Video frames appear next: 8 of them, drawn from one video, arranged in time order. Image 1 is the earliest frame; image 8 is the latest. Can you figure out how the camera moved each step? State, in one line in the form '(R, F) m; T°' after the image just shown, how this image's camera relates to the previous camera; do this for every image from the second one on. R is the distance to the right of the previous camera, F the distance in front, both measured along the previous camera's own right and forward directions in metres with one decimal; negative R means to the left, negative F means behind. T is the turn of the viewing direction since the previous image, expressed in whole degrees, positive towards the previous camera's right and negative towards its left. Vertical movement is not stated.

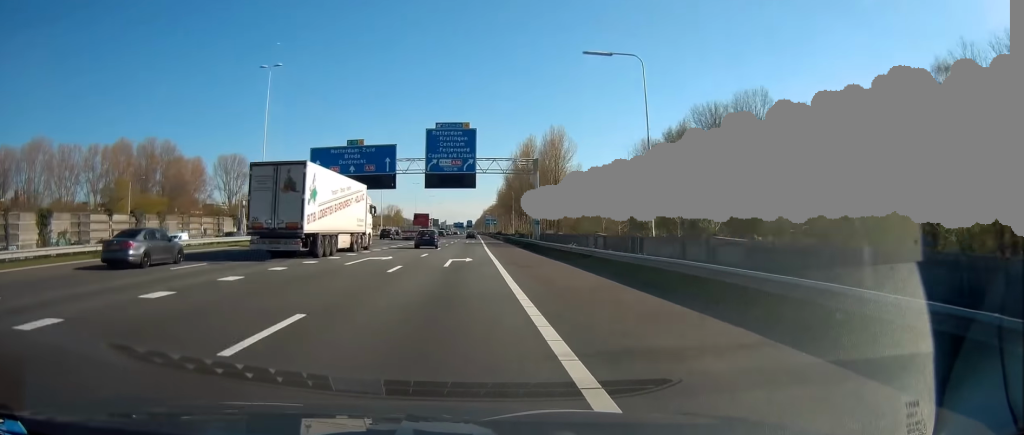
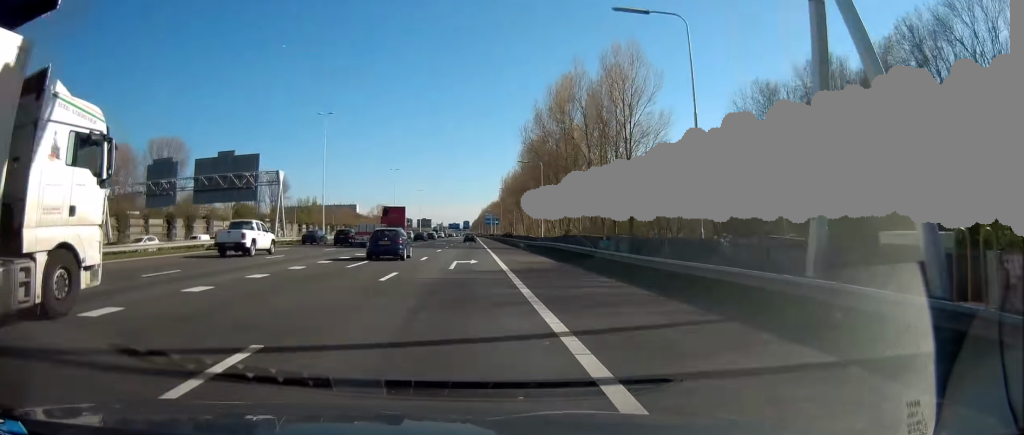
(0.0, +51.1) m; 0°
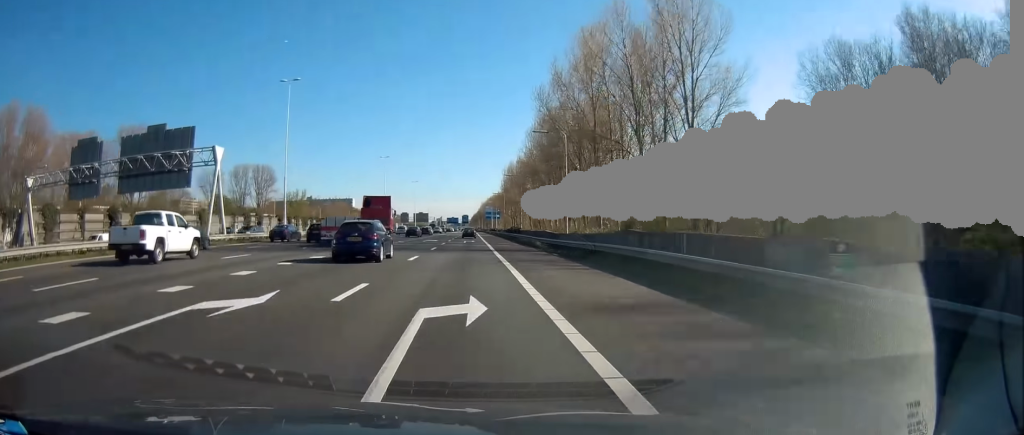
(0.0, +17.2) m; 0°
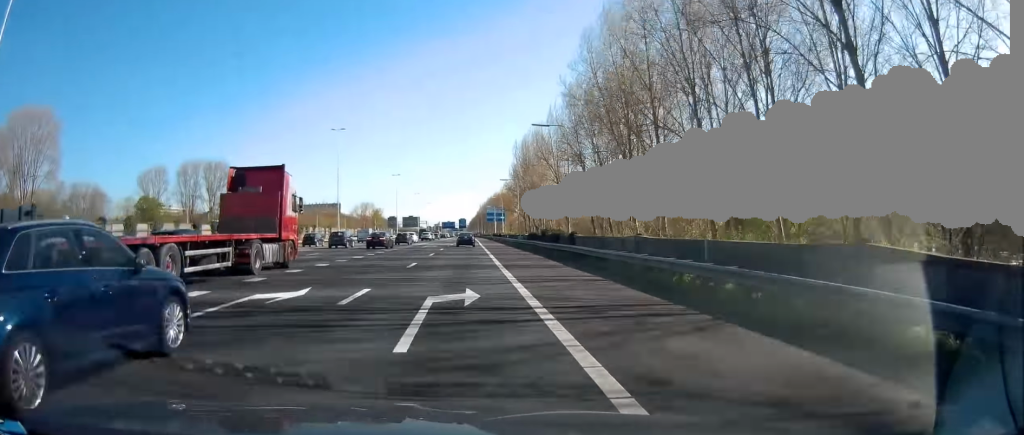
(0.0, +47.7) m; -1°
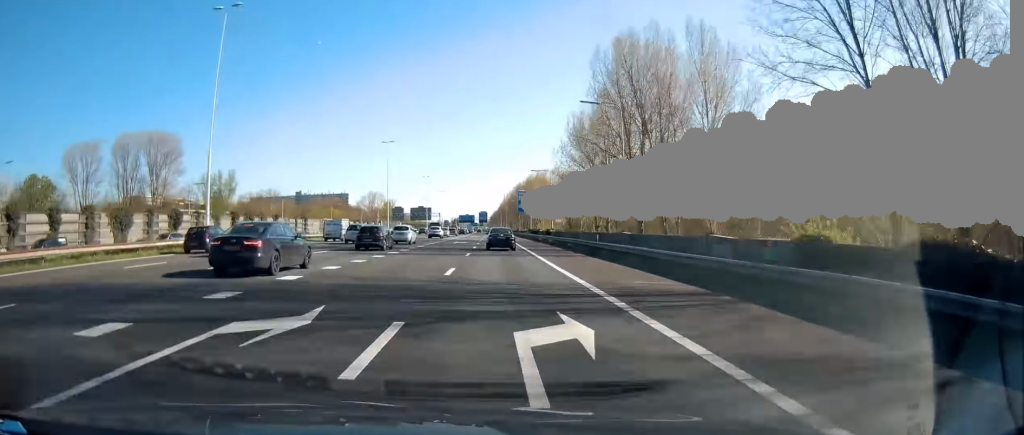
(-0.7, +53.9) m; -1°
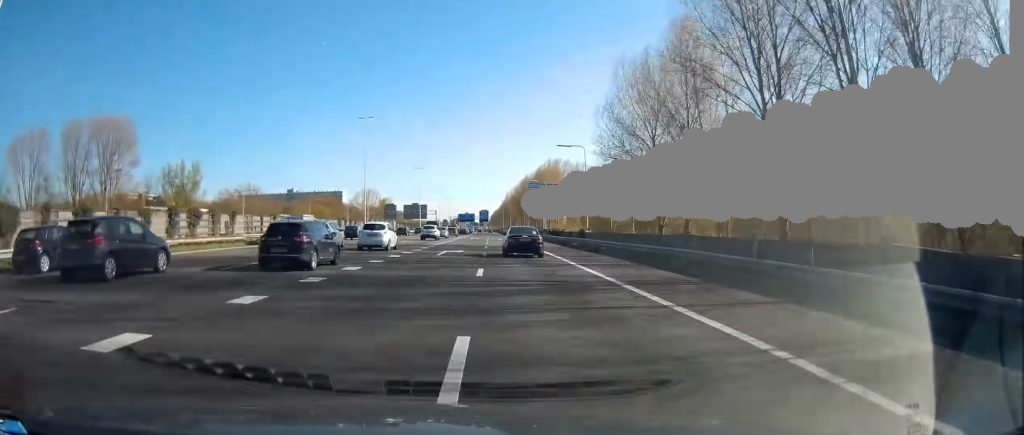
(+0.2, +25.0) m; 0°
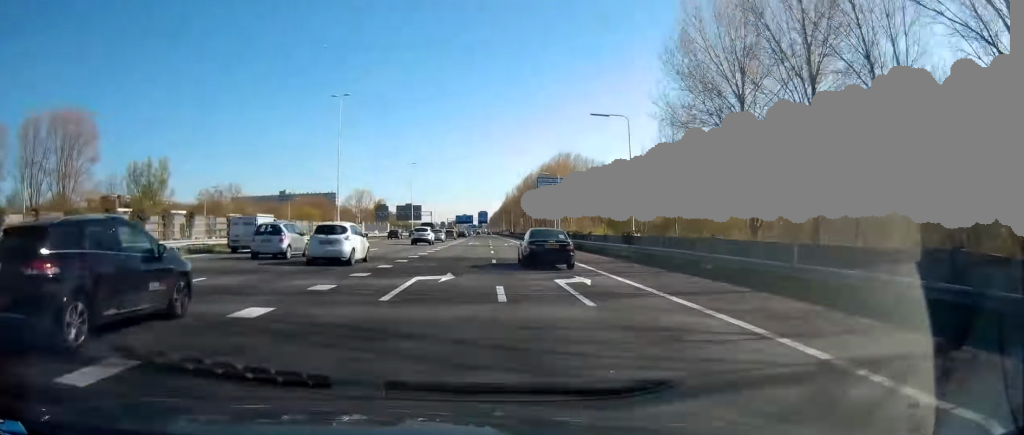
(0.0, +17.3) m; 0°
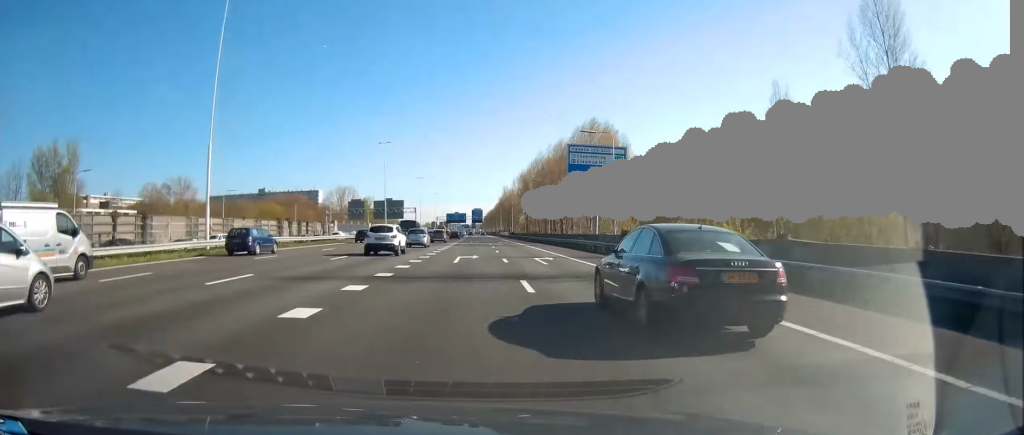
(0.0, +36.2) m; +1°
